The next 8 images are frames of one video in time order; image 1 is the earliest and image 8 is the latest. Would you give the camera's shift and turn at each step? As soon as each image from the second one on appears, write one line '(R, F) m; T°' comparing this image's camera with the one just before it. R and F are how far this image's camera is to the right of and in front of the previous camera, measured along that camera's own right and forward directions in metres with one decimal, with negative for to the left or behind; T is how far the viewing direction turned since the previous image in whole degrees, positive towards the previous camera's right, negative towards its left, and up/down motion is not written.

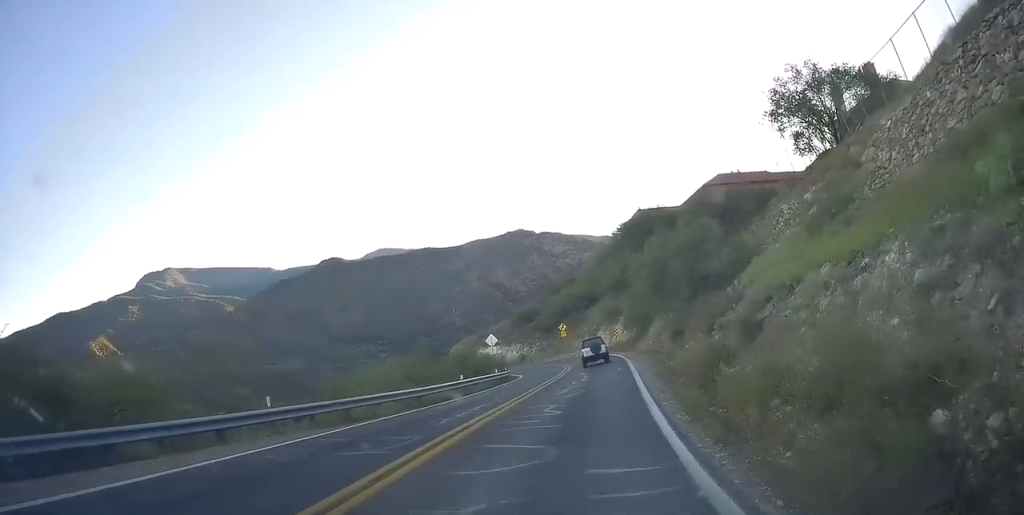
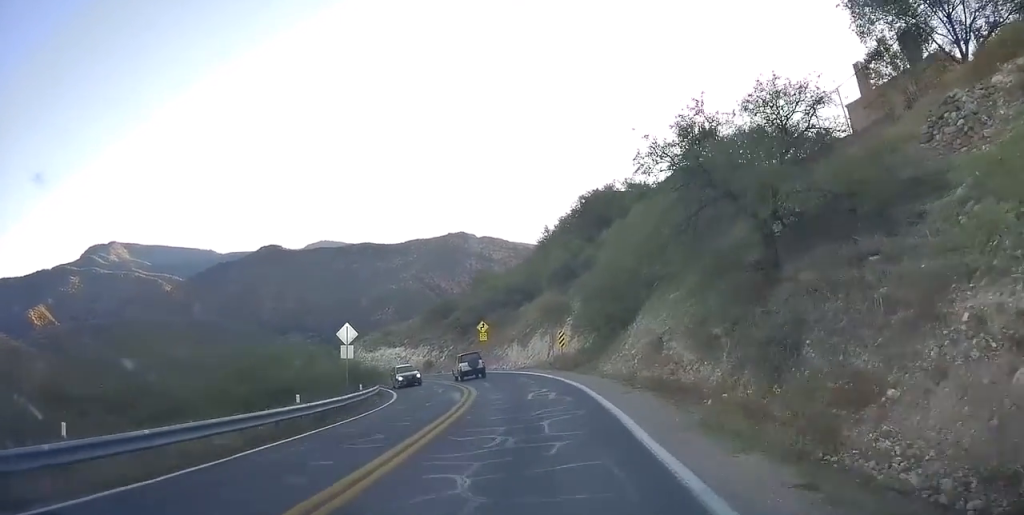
(+1.7, +21.1) m; +4°
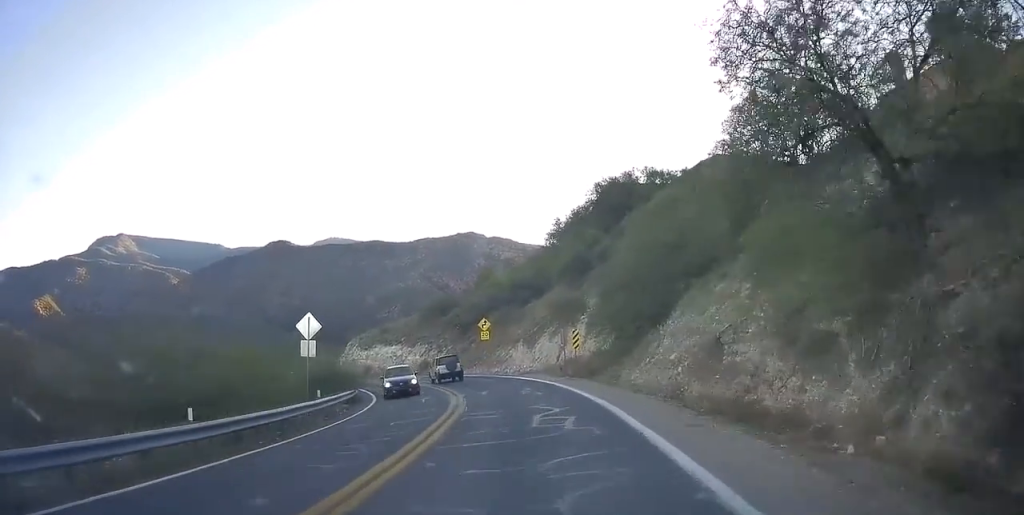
(-0.1, +5.8) m; 0°
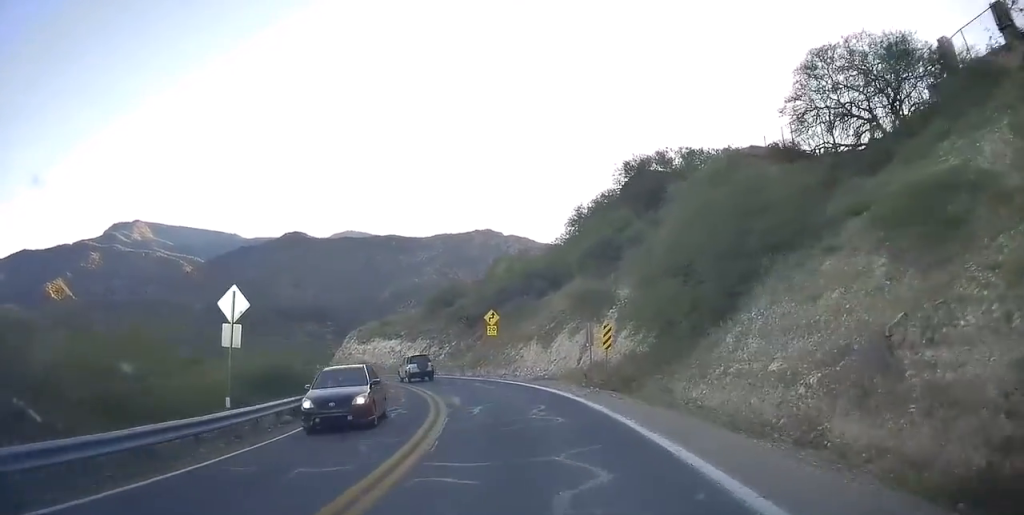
(0.0, +7.1) m; -2°
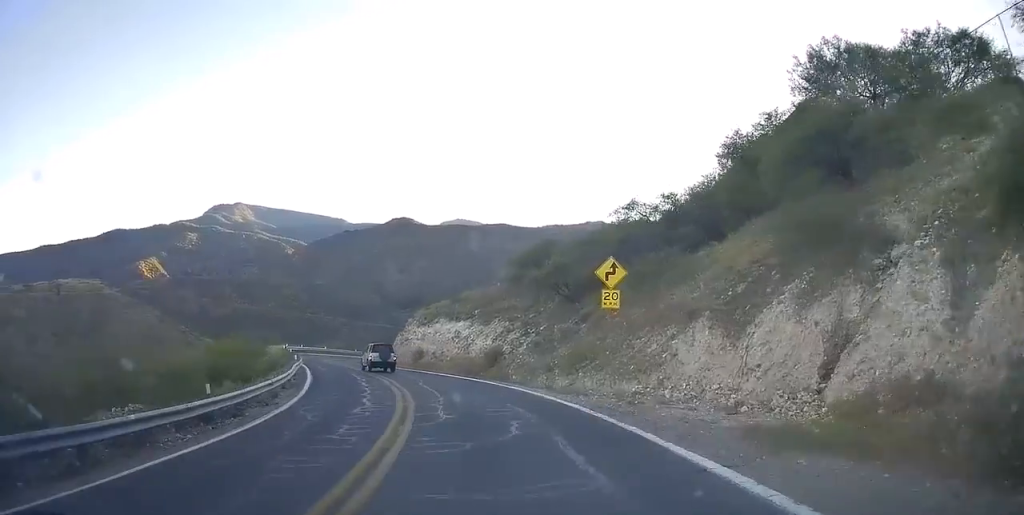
(-1.9, +19.6) m; -13°
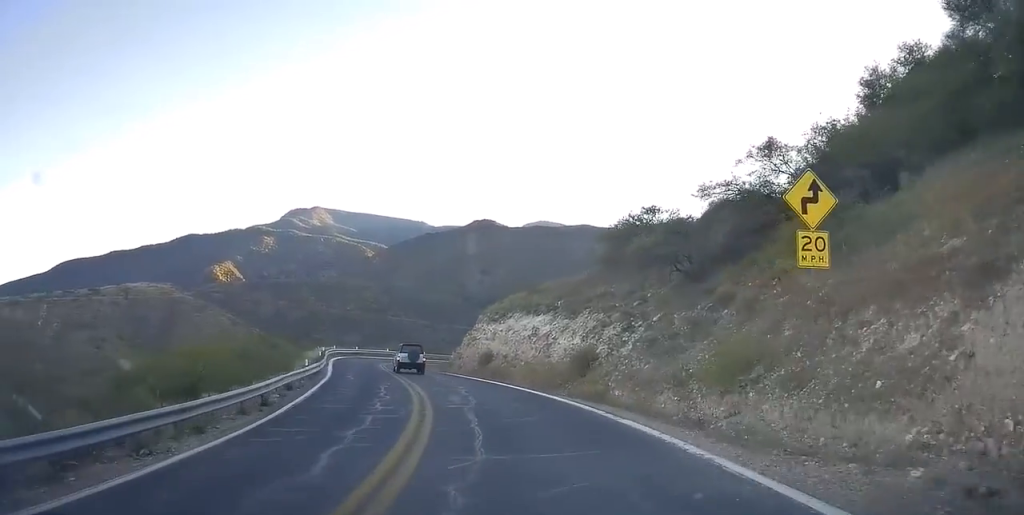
(-0.4, +9.6) m; -5°
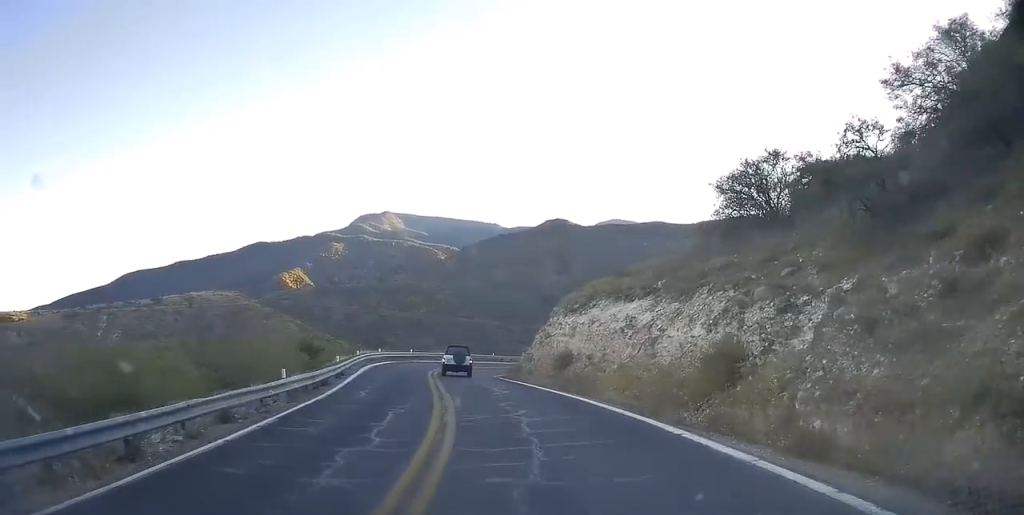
(-0.3, +8.9) m; -4°
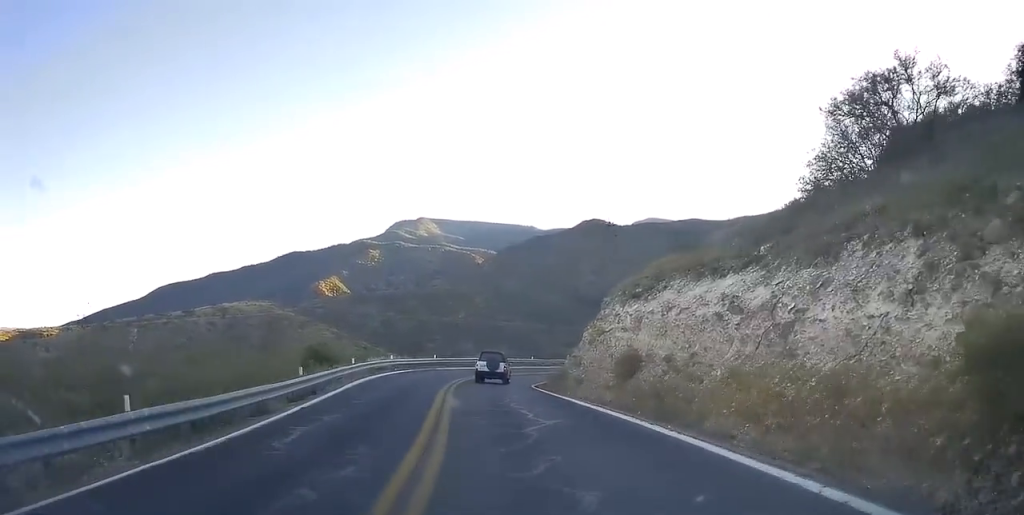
(-0.4, +8.6) m; -3°
